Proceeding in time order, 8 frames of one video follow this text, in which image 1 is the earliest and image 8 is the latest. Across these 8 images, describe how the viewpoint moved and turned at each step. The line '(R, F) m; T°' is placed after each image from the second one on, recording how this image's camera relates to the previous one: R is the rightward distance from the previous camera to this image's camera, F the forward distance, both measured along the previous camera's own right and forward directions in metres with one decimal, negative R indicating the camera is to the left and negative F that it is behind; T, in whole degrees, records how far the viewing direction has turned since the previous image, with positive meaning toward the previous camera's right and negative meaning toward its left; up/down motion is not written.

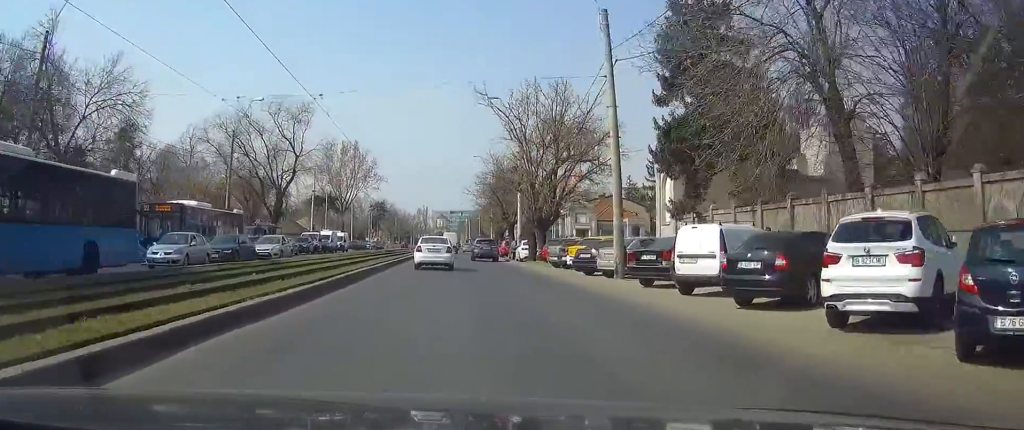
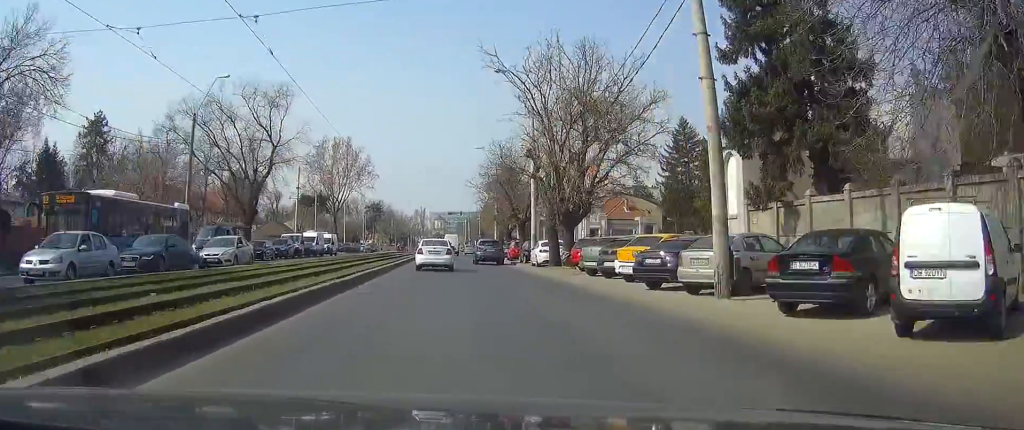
(0.0, +8.7) m; 0°
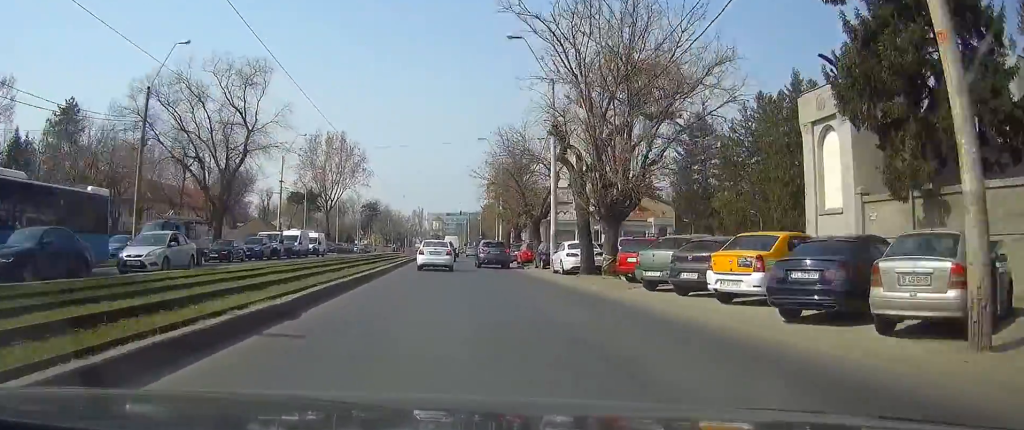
(0.0, +8.0) m; 0°
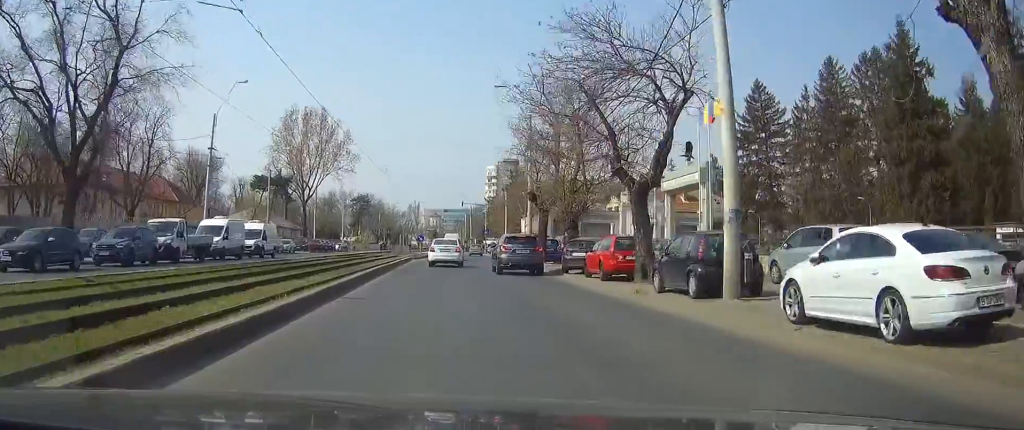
(+0.1, +22.2) m; 0°
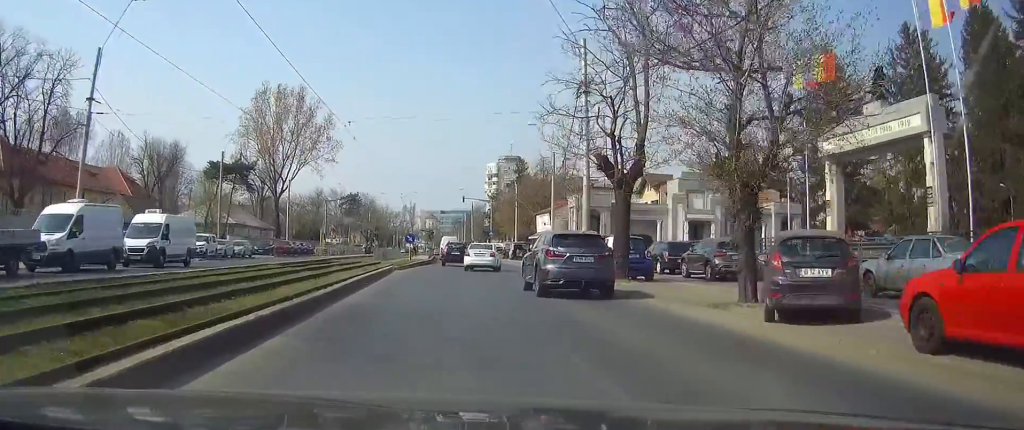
(-0.1, +18.3) m; 0°
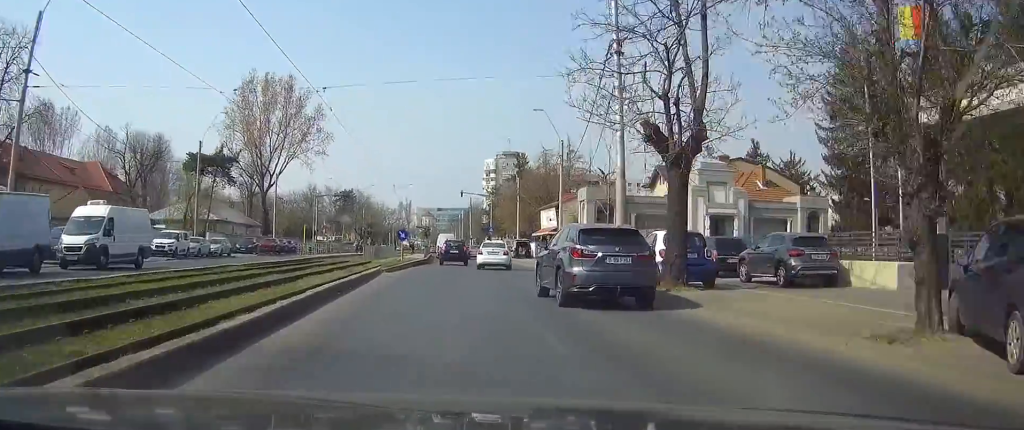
(+0.1, +5.7) m; +1°
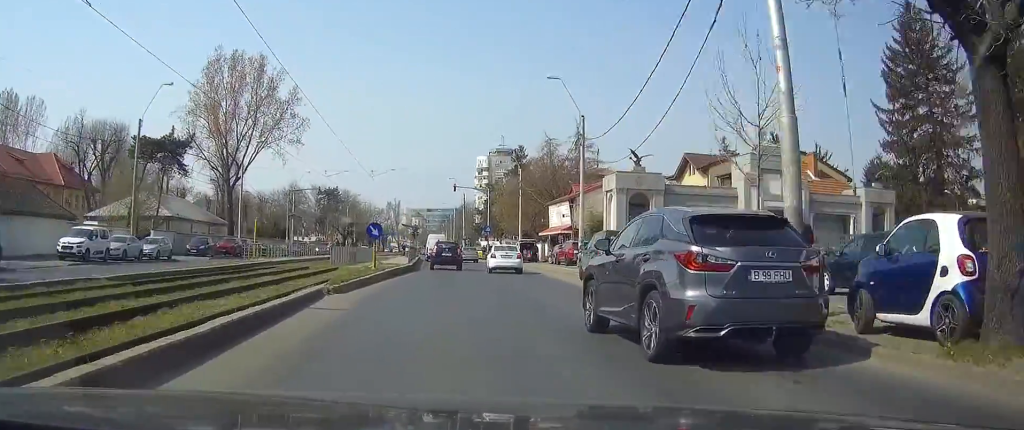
(+0.1, +11.6) m; +1°
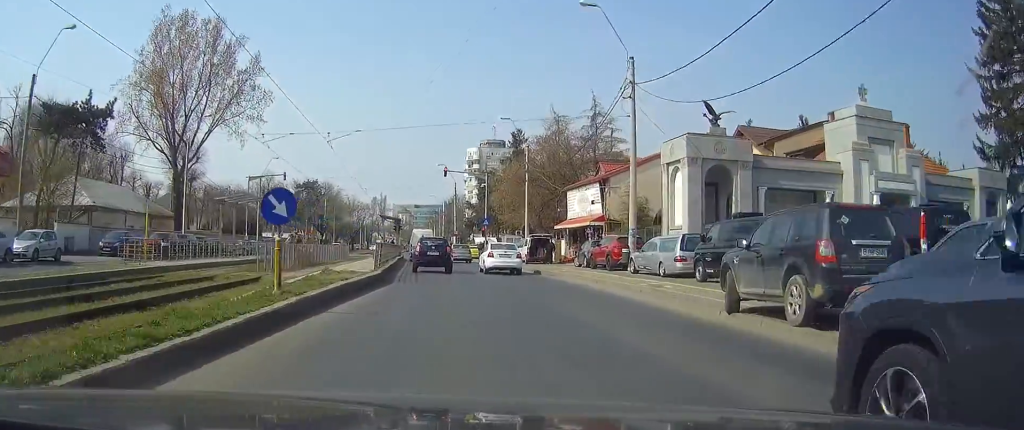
(+0.1, +13.8) m; +1°
